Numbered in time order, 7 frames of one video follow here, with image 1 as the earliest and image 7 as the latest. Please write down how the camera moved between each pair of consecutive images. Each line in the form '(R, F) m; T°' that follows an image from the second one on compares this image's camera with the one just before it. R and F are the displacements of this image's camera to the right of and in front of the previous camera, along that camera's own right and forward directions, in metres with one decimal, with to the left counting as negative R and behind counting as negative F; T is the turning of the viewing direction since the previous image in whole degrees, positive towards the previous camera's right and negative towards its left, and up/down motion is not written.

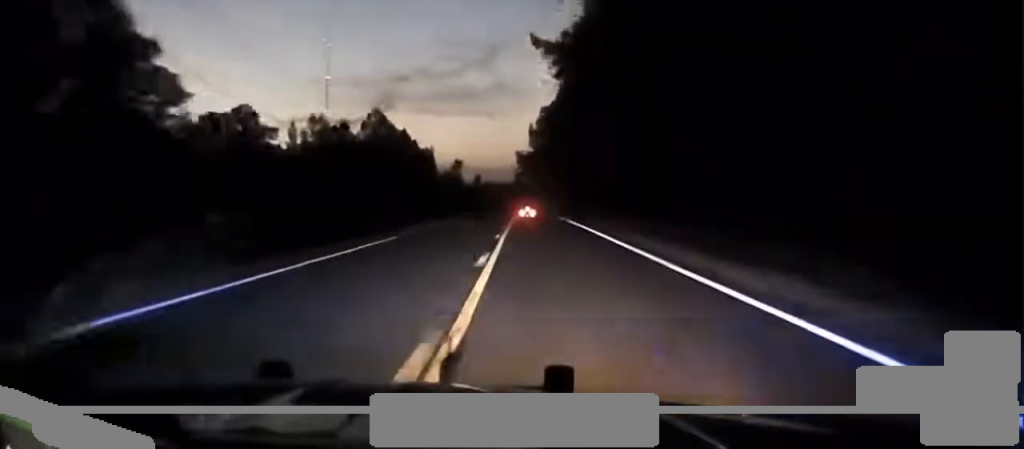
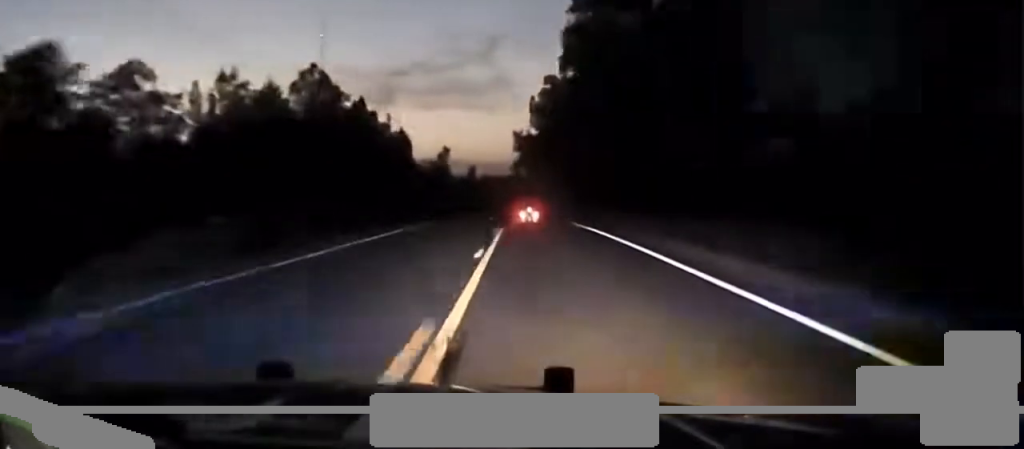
(0.0, +32.7) m; -1°
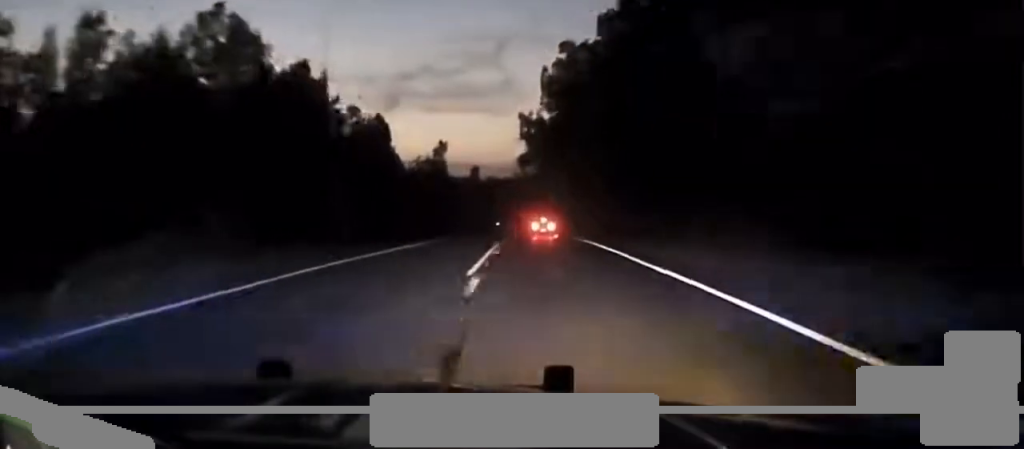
(-0.1, +26.3) m; 0°
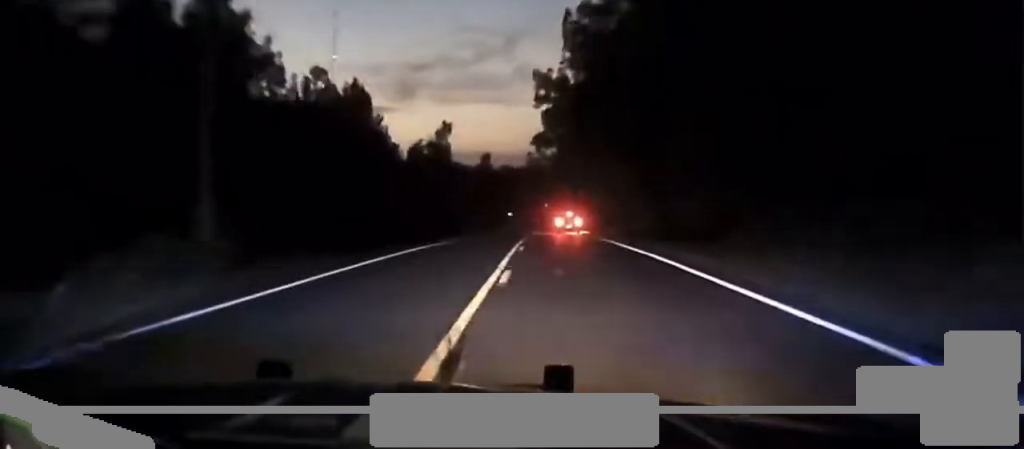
(-0.2, +20.0) m; 0°
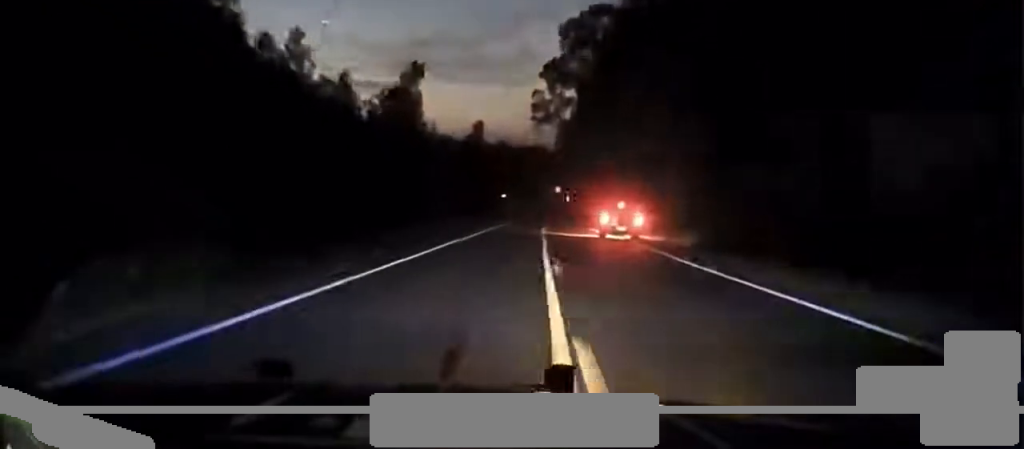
(0.0, +39.7) m; +1°
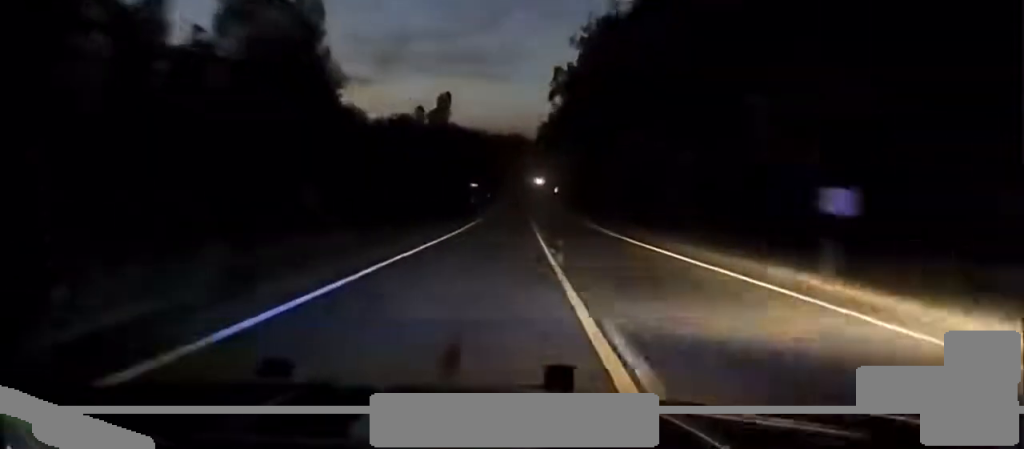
(+0.6, +46.8) m; +1°
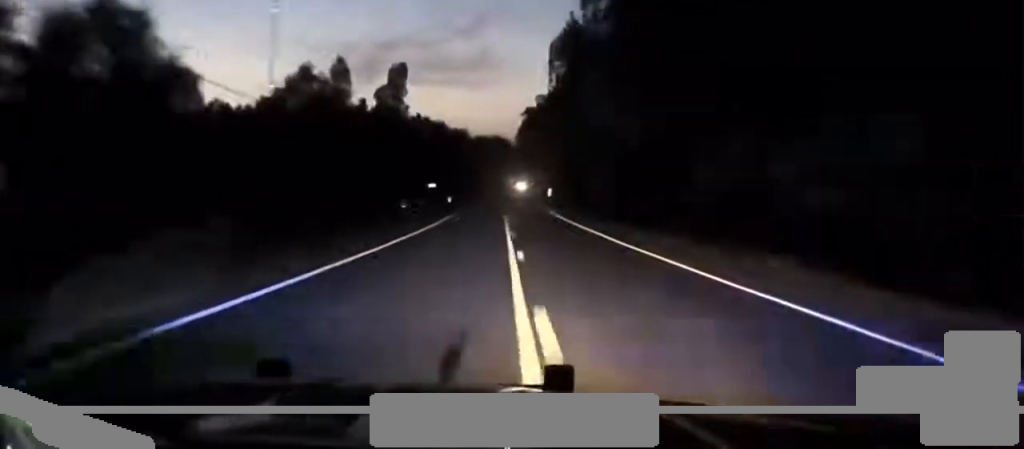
(+0.5, +54.3) m; +1°
